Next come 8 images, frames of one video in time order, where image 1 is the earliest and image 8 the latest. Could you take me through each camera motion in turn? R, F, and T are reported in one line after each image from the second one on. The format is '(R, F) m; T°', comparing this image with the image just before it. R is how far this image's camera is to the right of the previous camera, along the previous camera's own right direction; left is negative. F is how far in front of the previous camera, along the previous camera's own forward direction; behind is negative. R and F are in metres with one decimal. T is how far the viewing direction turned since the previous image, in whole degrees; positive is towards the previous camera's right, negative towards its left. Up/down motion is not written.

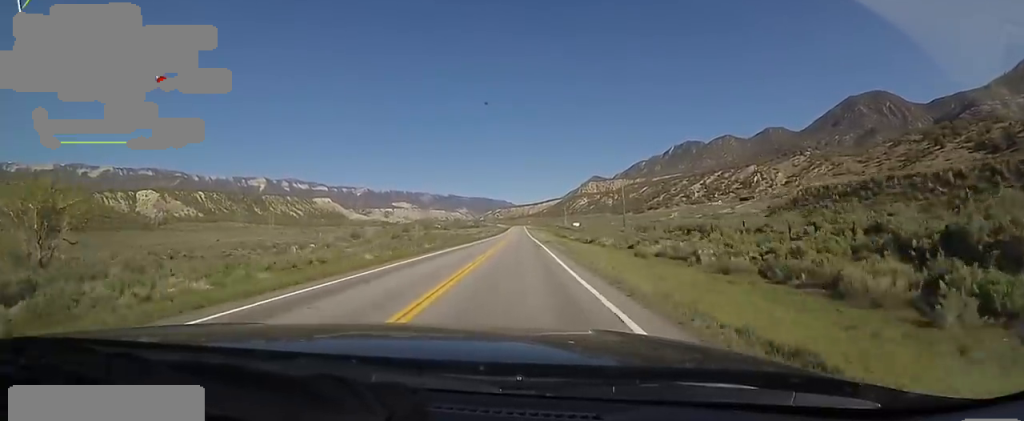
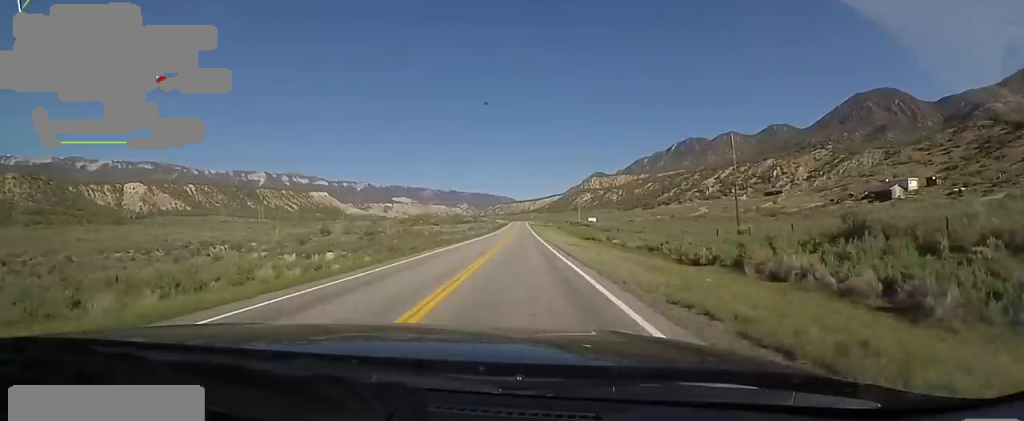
(+0.3, +41.3) m; 0°
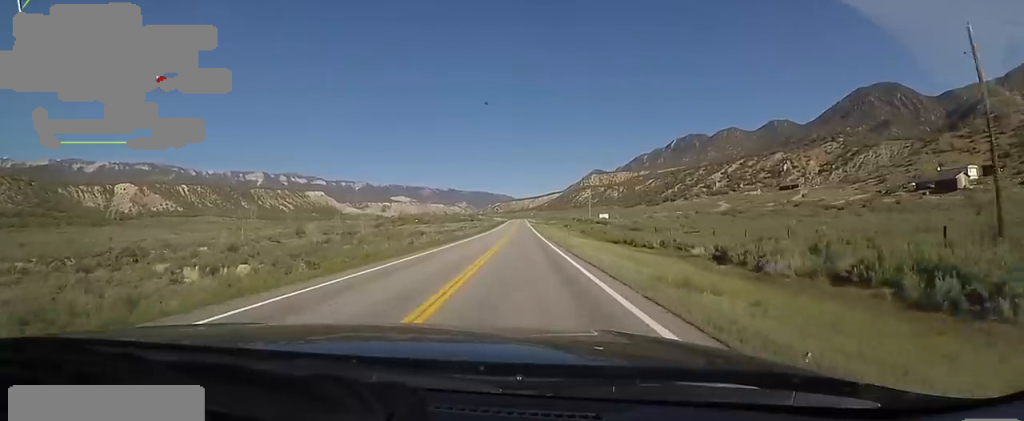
(-0.4, +23.1) m; 0°
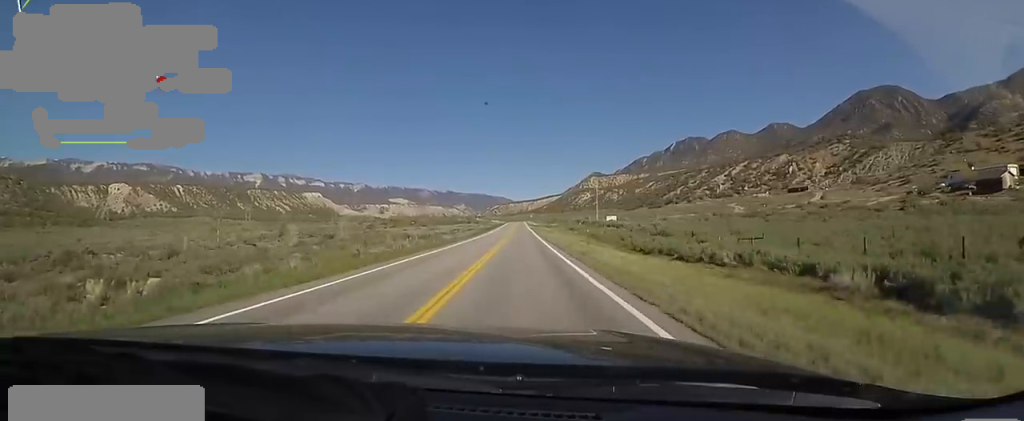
(-0.1, +13.1) m; 0°
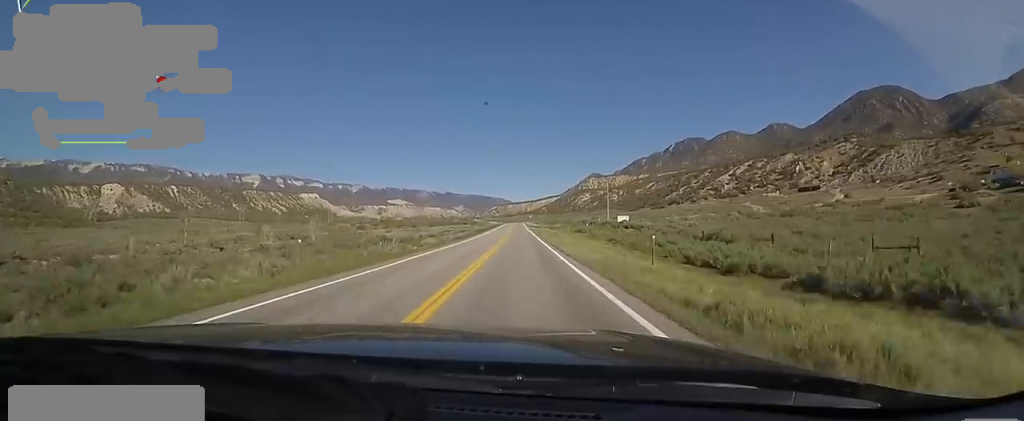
(+0.3, +15.2) m; 0°
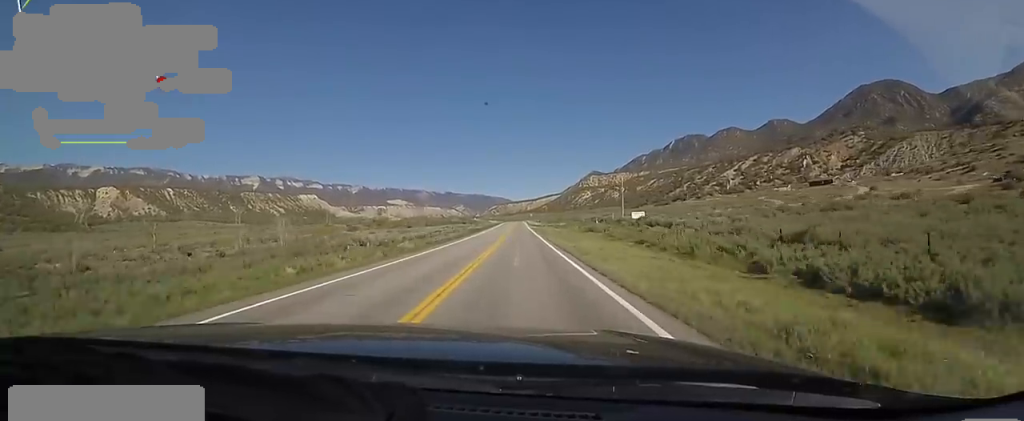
(+0.2, +13.2) m; 0°
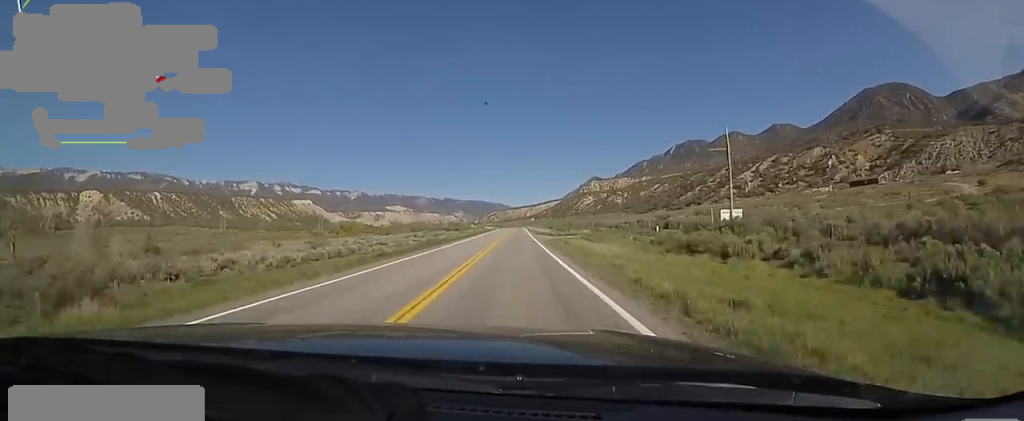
(-0.3, +41.5) m; +1°
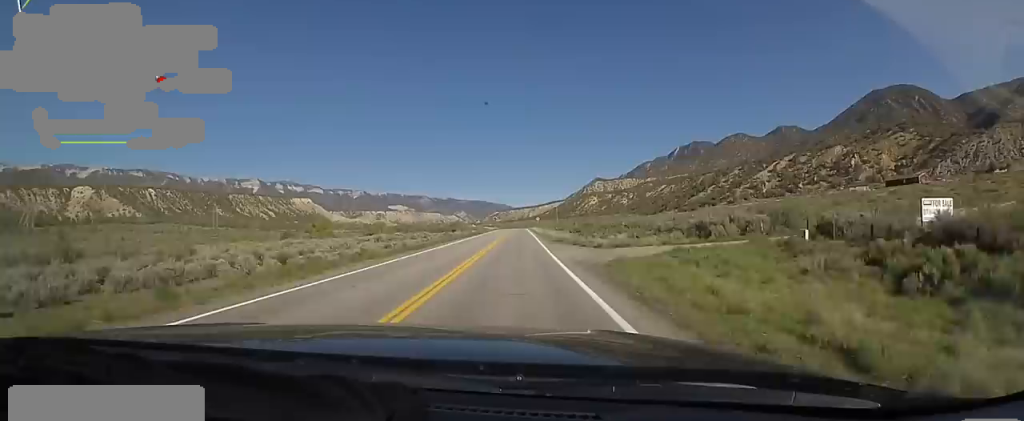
(+0.5, +27.4) m; +1°
